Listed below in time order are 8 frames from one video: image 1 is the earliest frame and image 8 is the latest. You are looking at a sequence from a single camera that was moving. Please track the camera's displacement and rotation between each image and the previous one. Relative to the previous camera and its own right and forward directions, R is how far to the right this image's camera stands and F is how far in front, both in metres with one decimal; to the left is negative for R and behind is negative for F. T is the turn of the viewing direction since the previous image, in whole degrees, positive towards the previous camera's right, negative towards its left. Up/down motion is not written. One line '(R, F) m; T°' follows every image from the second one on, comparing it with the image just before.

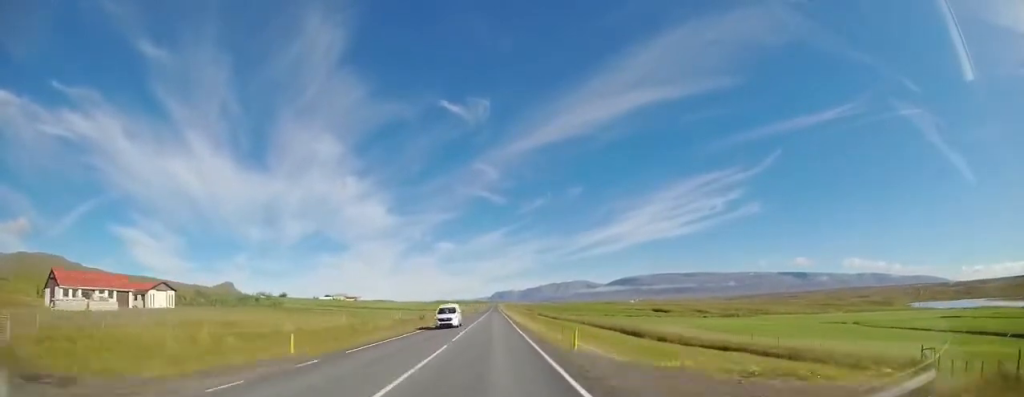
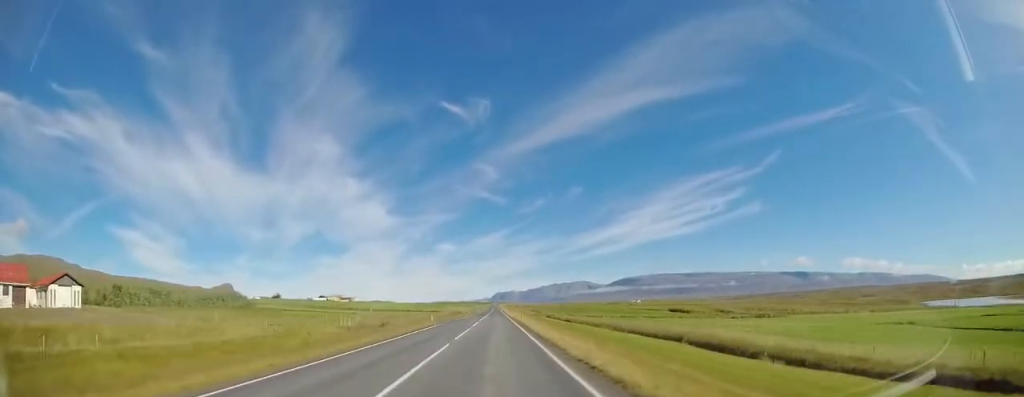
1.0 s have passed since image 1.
(0.0, +23.1) m; +1°
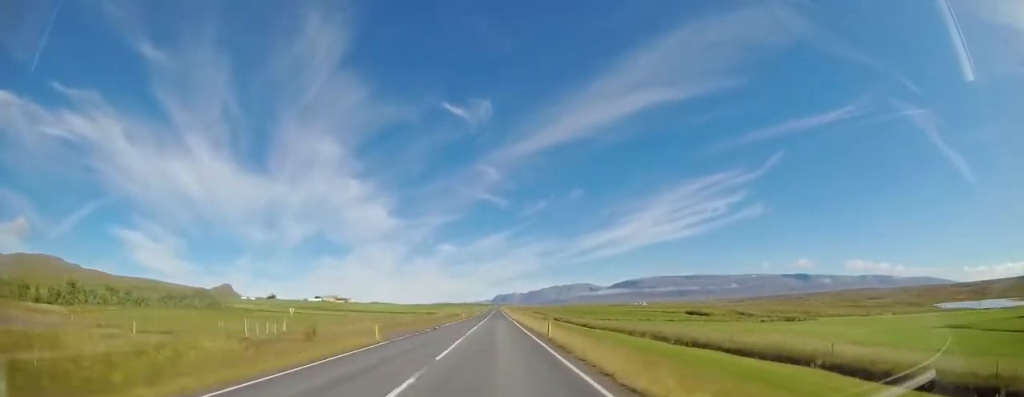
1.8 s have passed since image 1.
(+0.2, +18.6) m; +1°
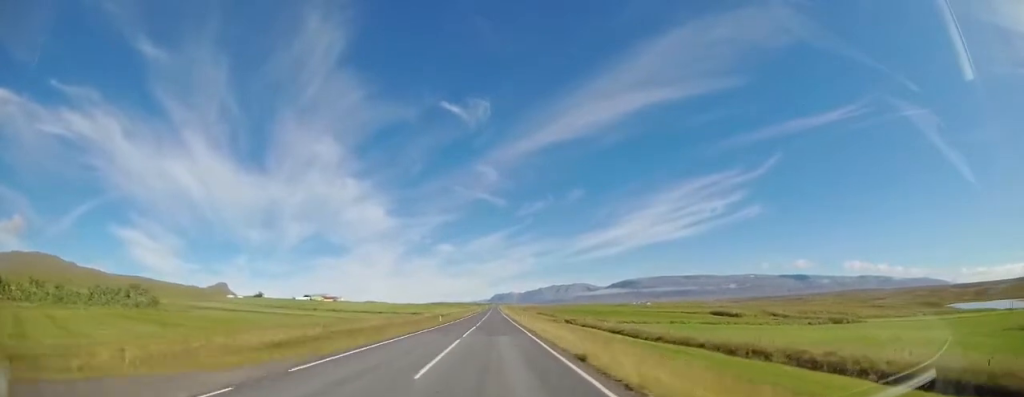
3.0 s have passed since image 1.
(+0.2, +27.2) m; 0°
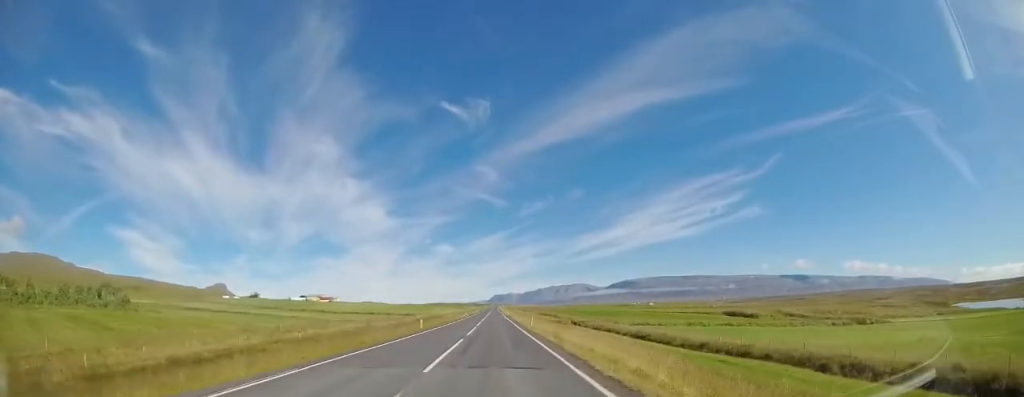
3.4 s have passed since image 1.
(0.0, +10.9) m; 0°
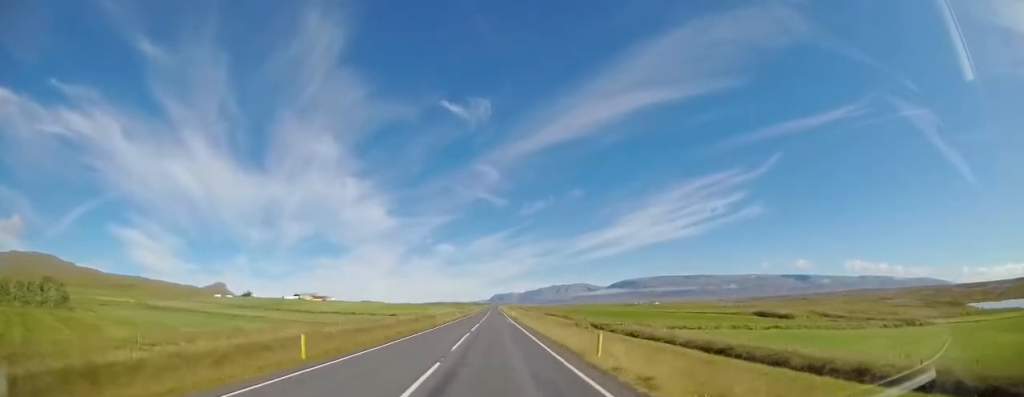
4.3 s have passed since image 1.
(0.0, +20.2) m; 0°
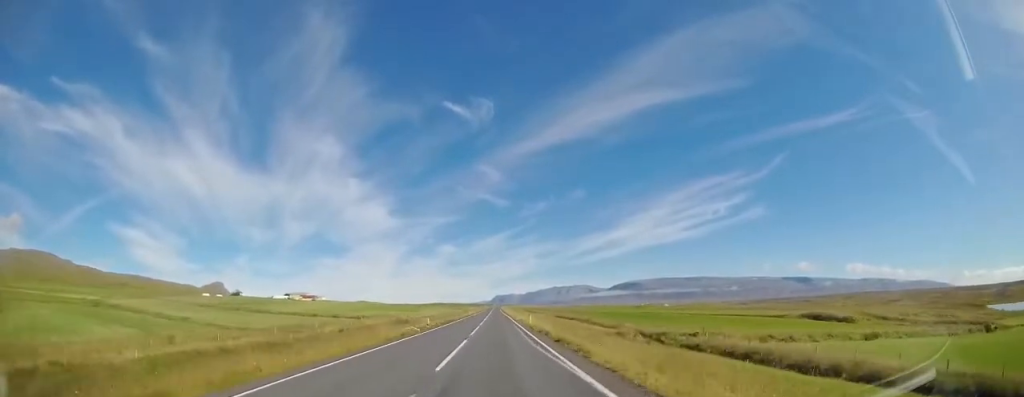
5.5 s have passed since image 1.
(+0.1, +27.8) m; -1°
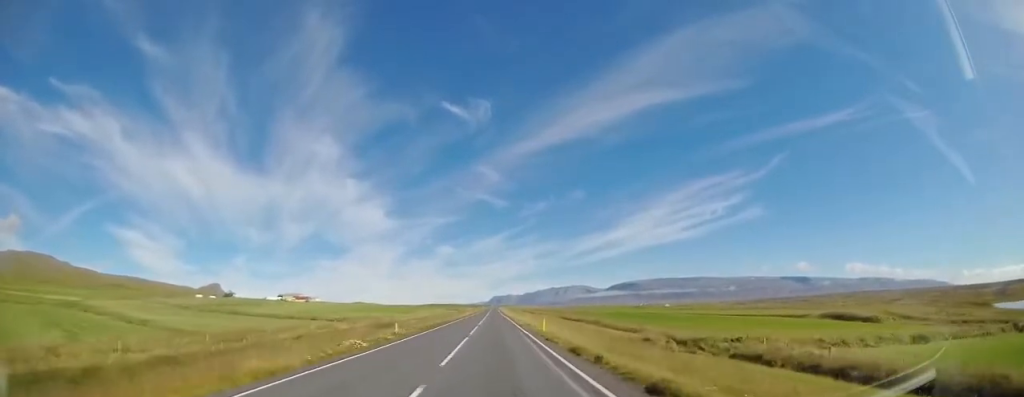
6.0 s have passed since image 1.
(-0.2, +10.8) m; -1°
